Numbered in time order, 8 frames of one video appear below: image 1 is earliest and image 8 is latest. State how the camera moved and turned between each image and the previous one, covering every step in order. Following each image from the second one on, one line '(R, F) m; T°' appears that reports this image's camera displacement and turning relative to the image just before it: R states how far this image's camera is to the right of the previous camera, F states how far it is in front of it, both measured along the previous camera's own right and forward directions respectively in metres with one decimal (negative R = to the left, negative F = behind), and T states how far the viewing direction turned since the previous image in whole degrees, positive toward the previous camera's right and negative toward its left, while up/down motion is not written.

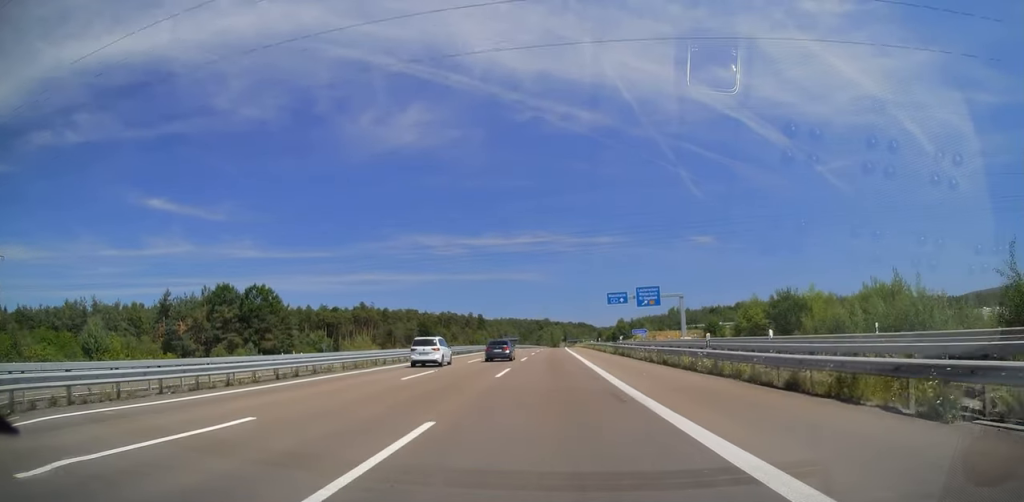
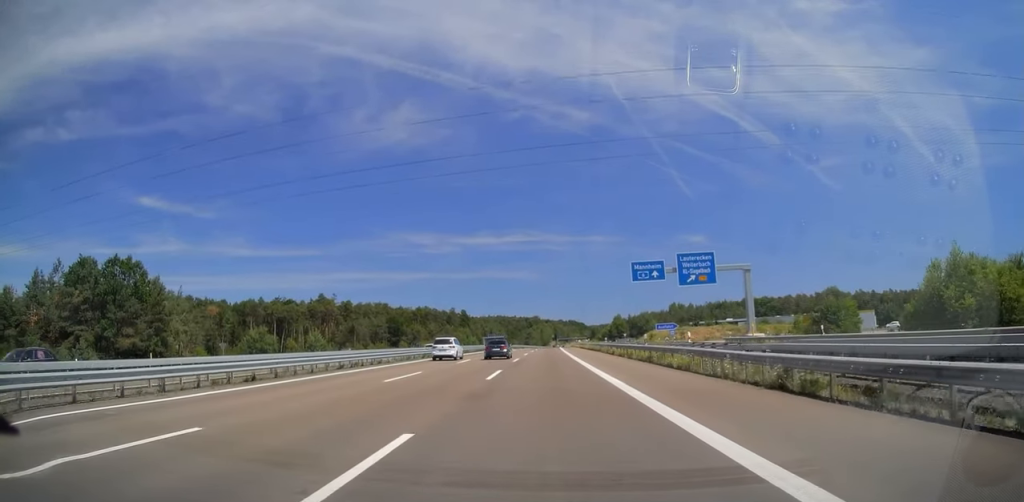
(+0.4, +37.3) m; 0°
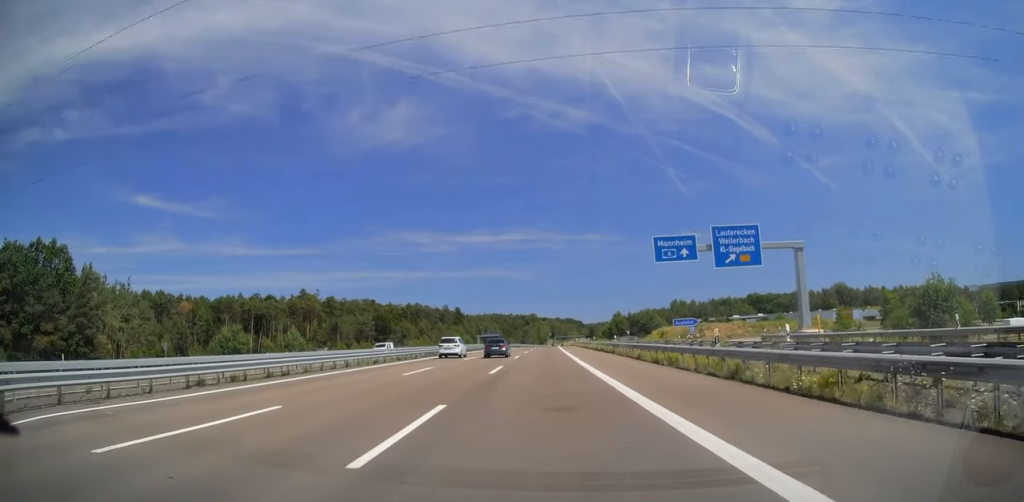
(-0.2, +14.4) m; 0°
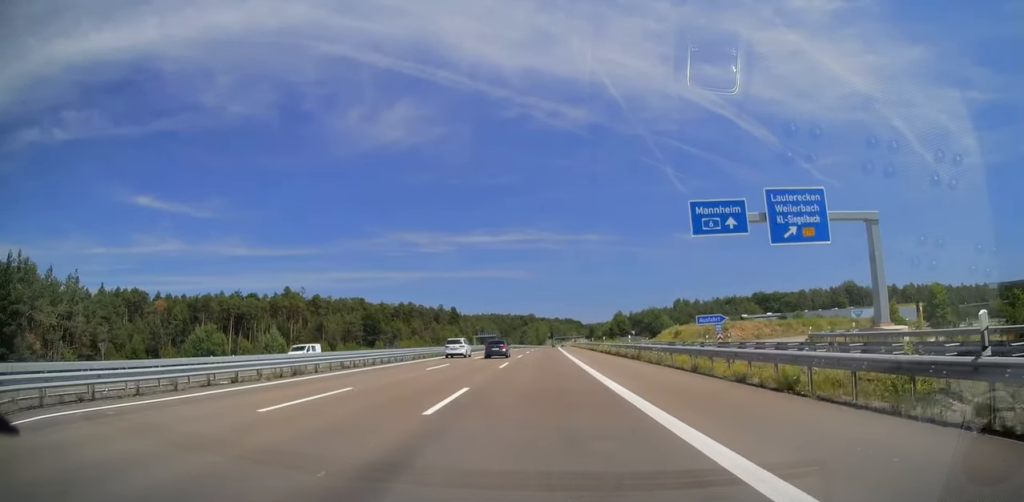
(-0.1, +12.6) m; 0°
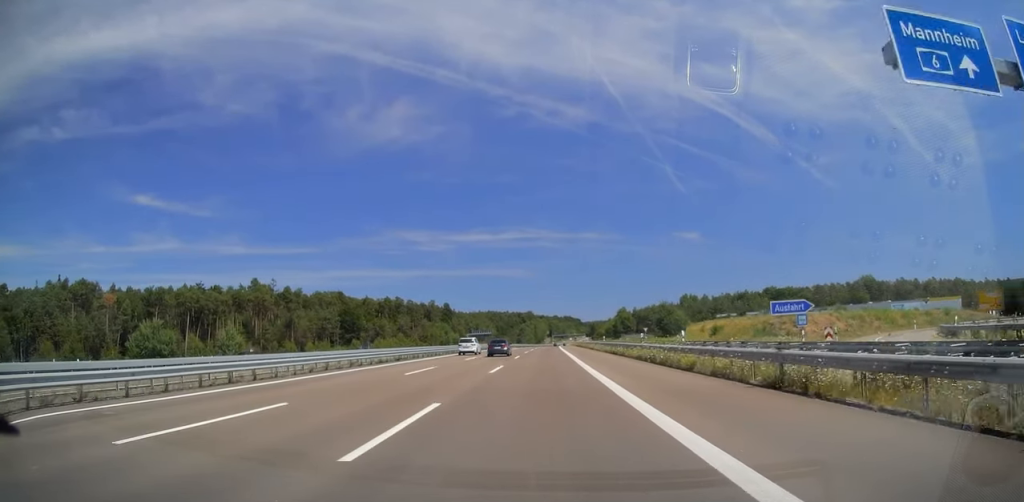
(+0.3, +22.4) m; +1°
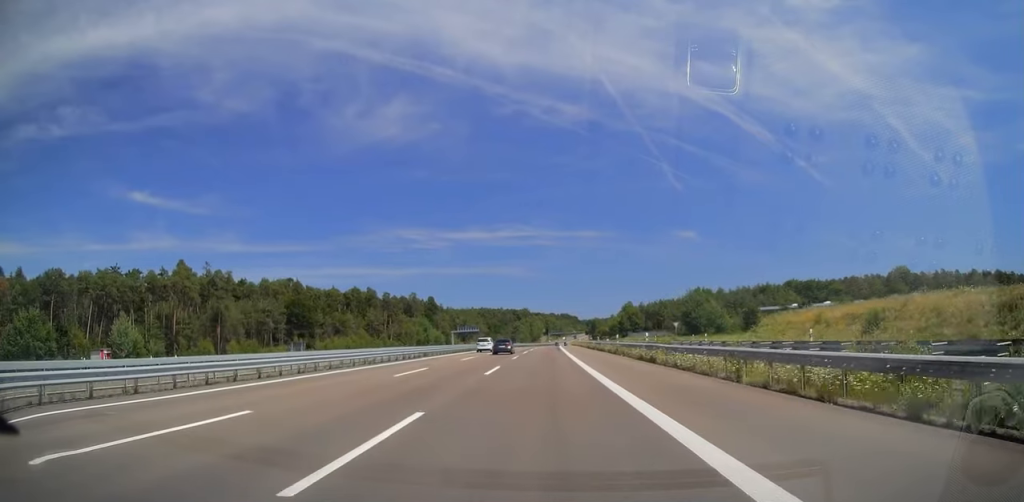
(+0.1, +37.4) m; 0°
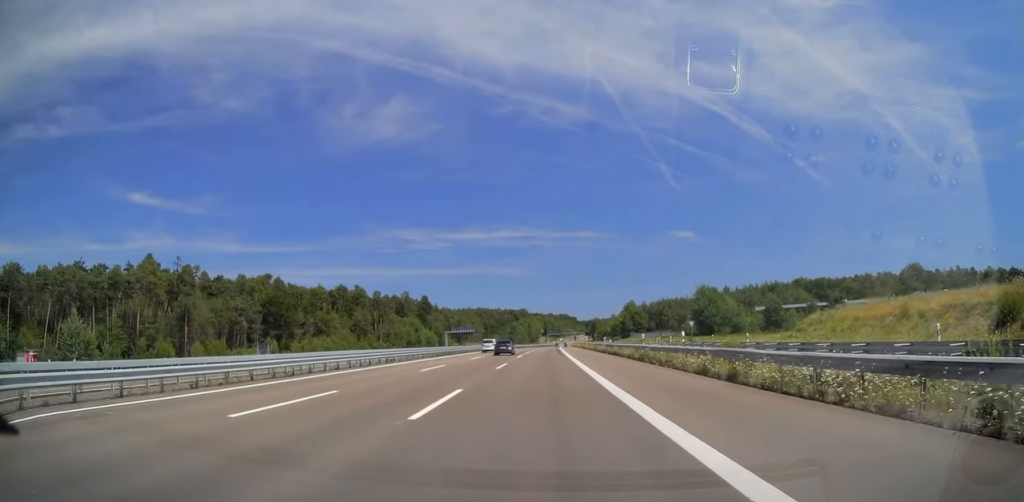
(0.0, +12.6) m; 0°
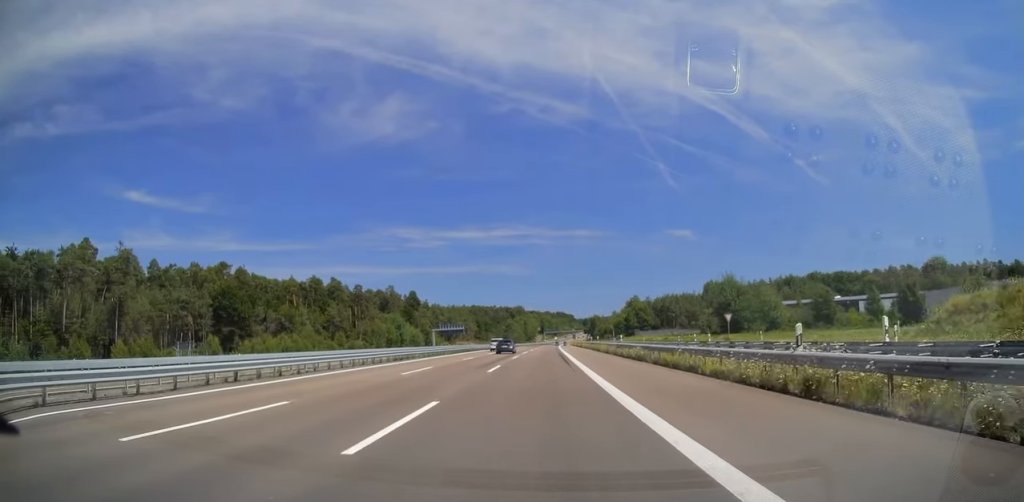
(0.0, +21.1) m; 0°
